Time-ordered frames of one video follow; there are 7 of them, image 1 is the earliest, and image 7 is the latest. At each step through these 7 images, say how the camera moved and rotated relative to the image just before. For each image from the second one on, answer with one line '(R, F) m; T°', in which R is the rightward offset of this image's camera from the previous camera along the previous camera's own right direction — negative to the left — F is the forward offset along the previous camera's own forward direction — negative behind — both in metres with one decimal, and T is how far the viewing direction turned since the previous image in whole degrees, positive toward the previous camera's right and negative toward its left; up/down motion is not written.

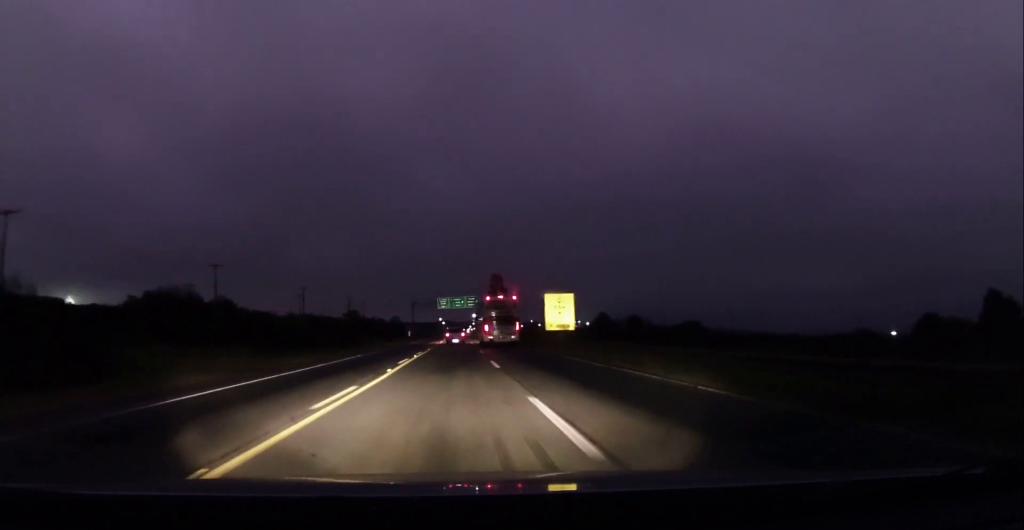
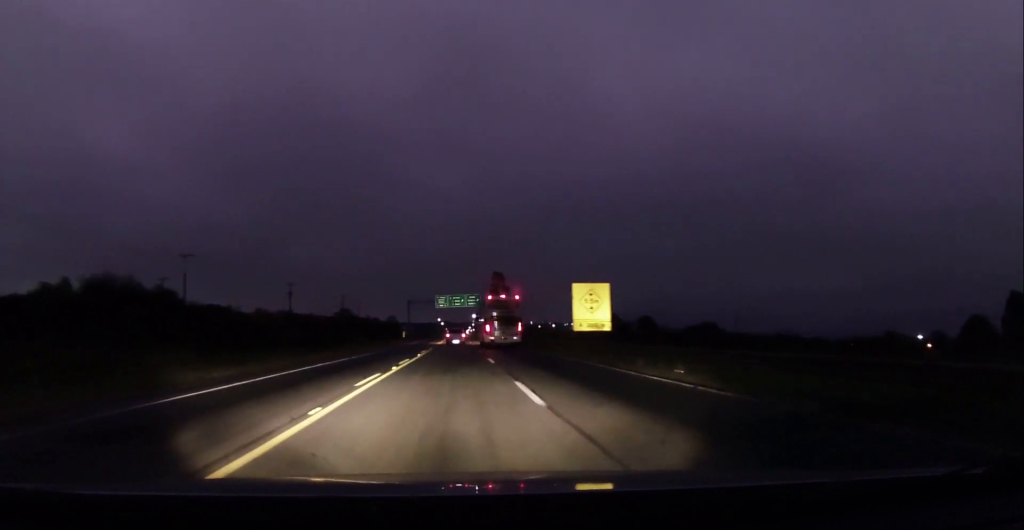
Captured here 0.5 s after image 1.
(-0.2, +10.9) m; 0°
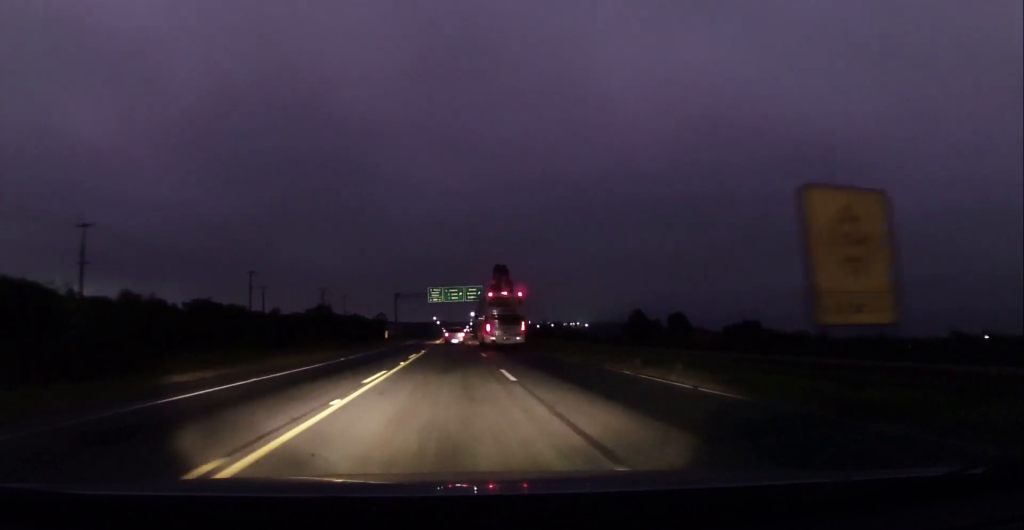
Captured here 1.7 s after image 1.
(+0.3, +24.0) m; +1°
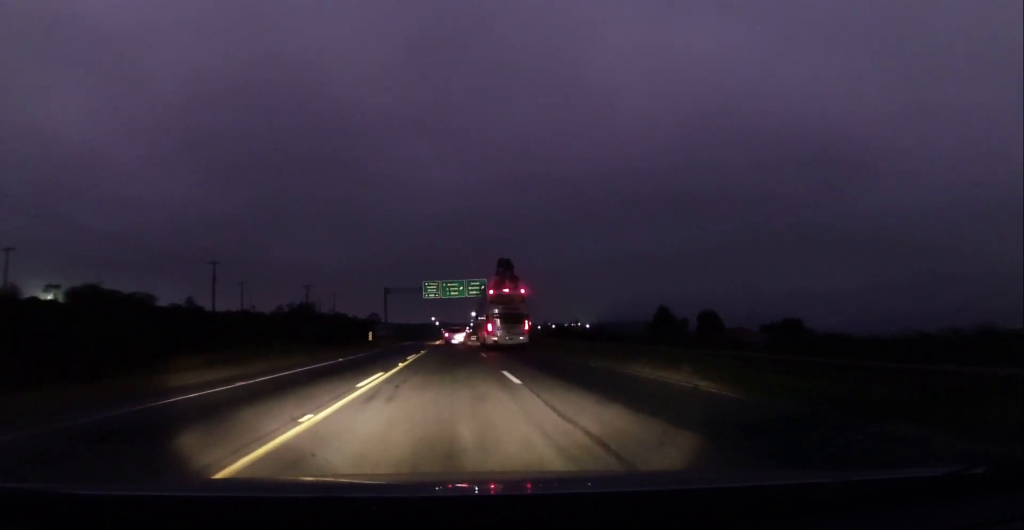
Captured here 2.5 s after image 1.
(0.0, +16.6) m; 0°
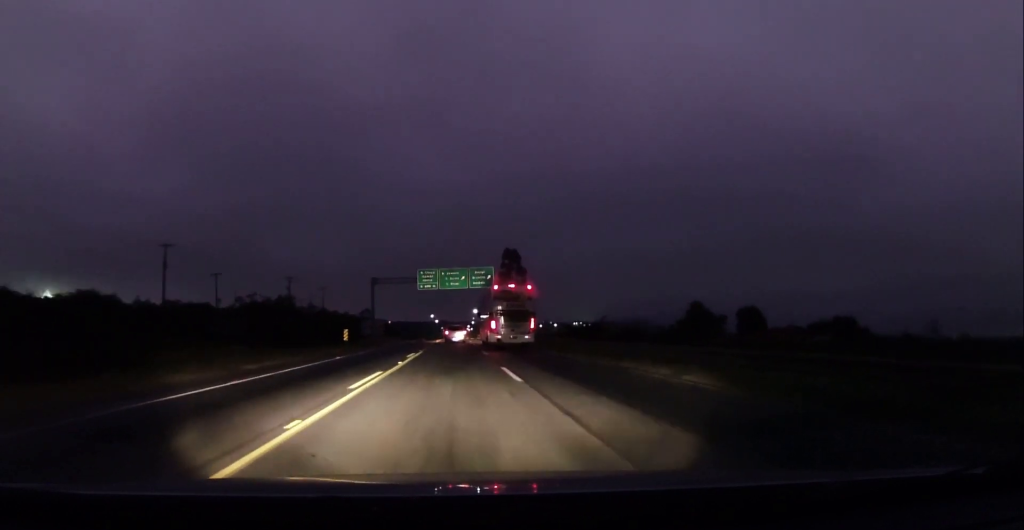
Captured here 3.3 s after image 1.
(0.0, +16.5) m; +1°
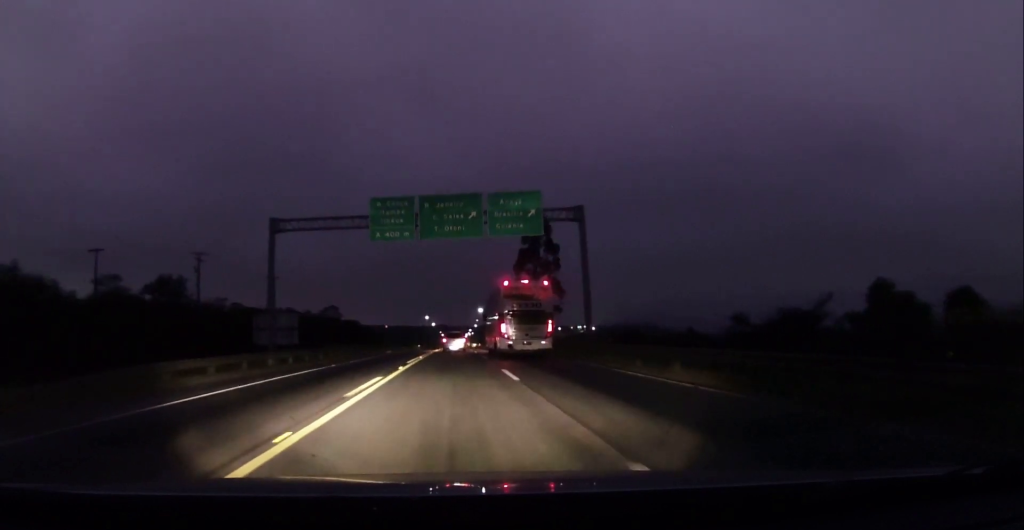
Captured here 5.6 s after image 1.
(-0.5, +47.0) m; -2°
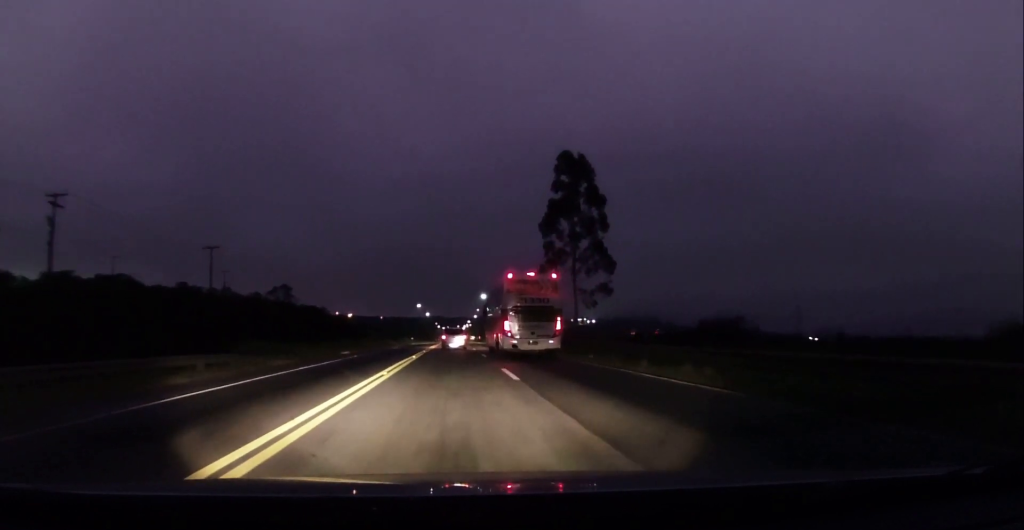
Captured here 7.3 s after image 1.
(+0.6, +33.4) m; +2°
